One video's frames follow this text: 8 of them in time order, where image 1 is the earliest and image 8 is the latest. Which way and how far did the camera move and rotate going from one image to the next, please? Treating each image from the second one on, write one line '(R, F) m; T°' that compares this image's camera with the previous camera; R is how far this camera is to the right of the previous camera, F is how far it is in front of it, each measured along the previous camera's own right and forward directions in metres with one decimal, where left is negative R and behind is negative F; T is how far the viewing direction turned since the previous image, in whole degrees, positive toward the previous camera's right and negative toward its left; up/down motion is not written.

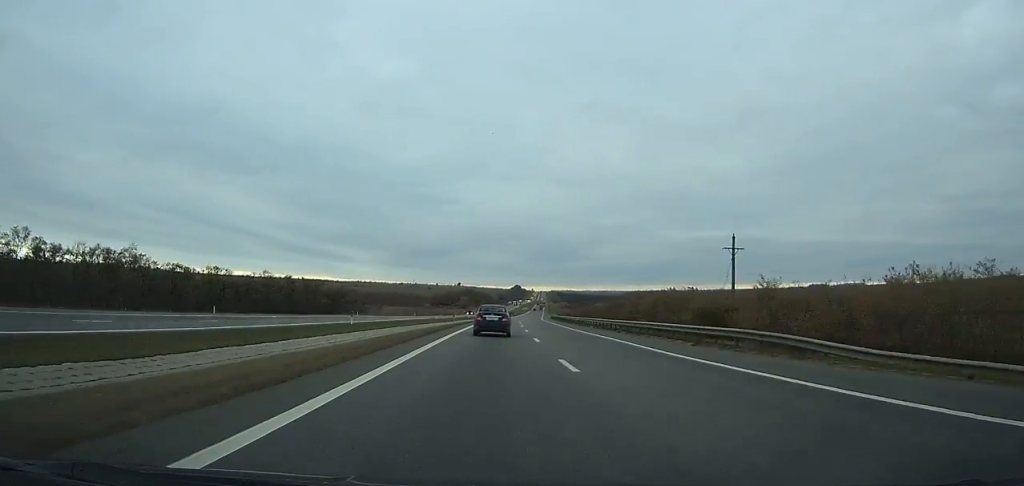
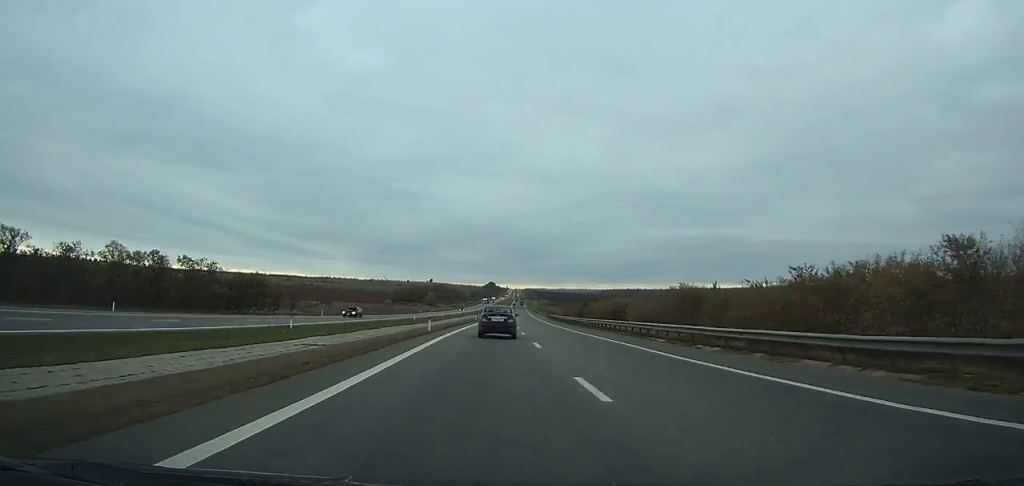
(+0.8, +64.2) m; +2°
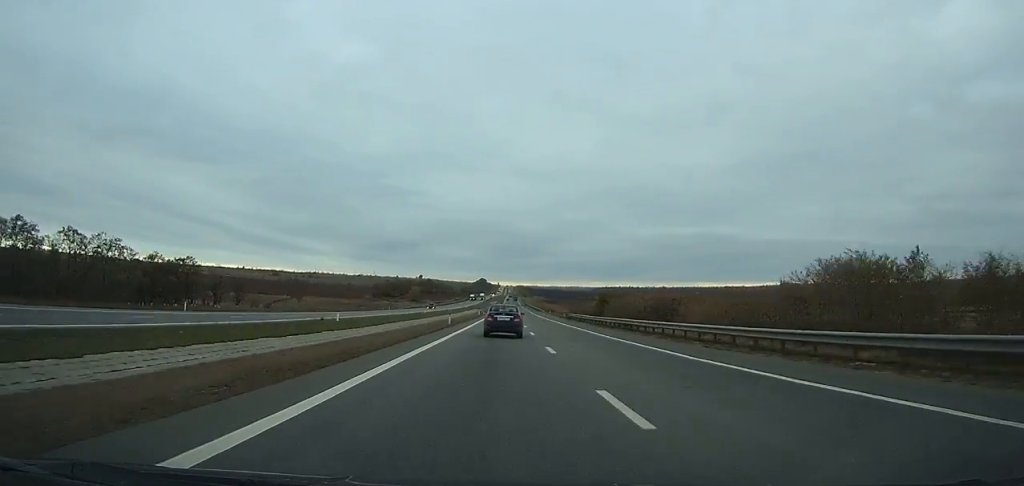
(+0.9, +37.5) m; +1°
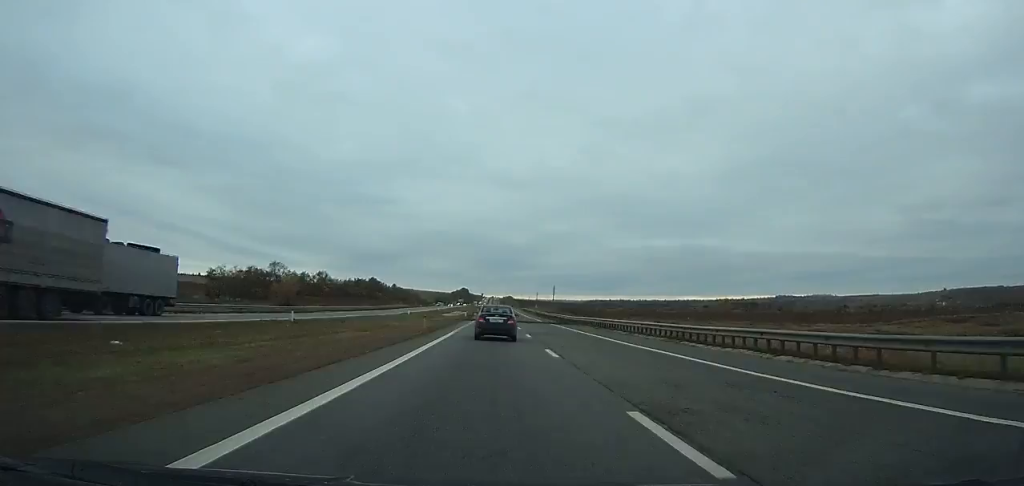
(+5.9, +193.9) m; +2°
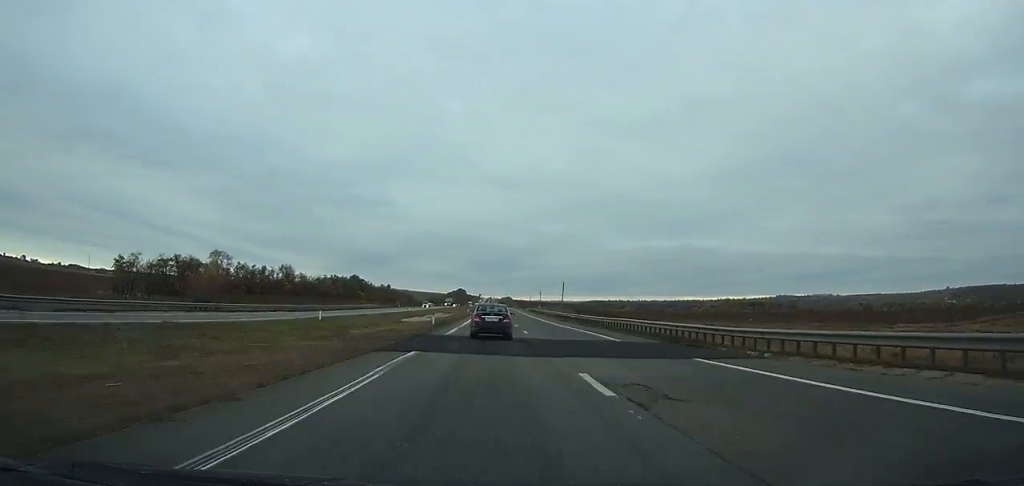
(0.0, +45.2) m; 0°
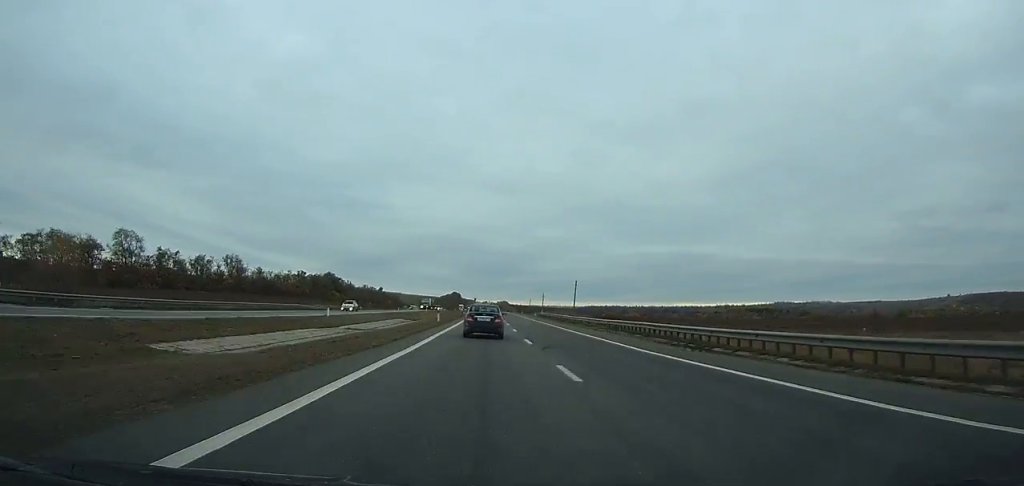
(0.0, +45.1) m; 0°
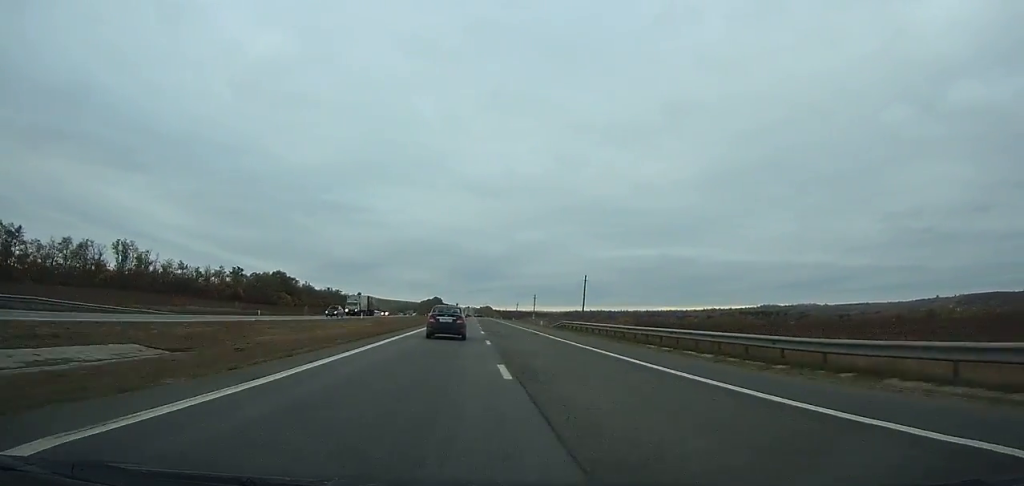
(+0.3, +47.8) m; 0°
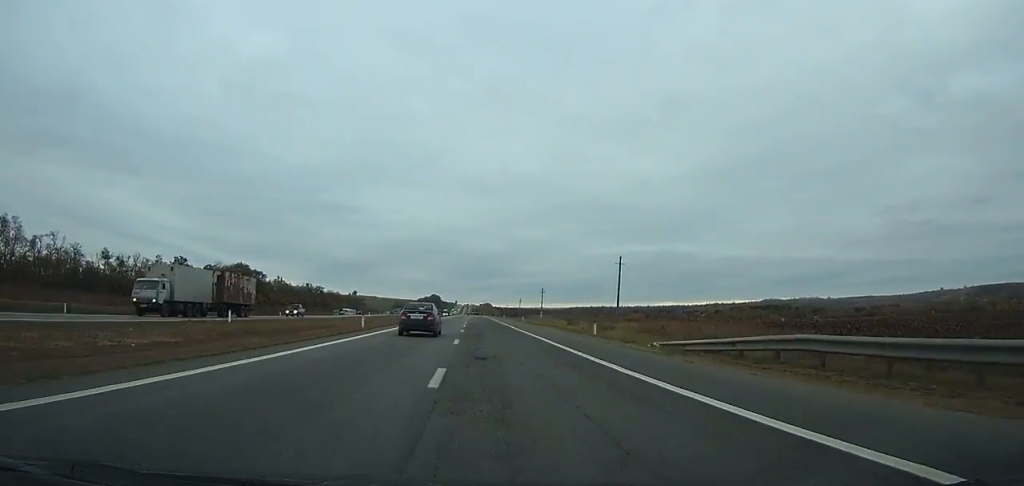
(+0.4, +36.6) m; 0°
